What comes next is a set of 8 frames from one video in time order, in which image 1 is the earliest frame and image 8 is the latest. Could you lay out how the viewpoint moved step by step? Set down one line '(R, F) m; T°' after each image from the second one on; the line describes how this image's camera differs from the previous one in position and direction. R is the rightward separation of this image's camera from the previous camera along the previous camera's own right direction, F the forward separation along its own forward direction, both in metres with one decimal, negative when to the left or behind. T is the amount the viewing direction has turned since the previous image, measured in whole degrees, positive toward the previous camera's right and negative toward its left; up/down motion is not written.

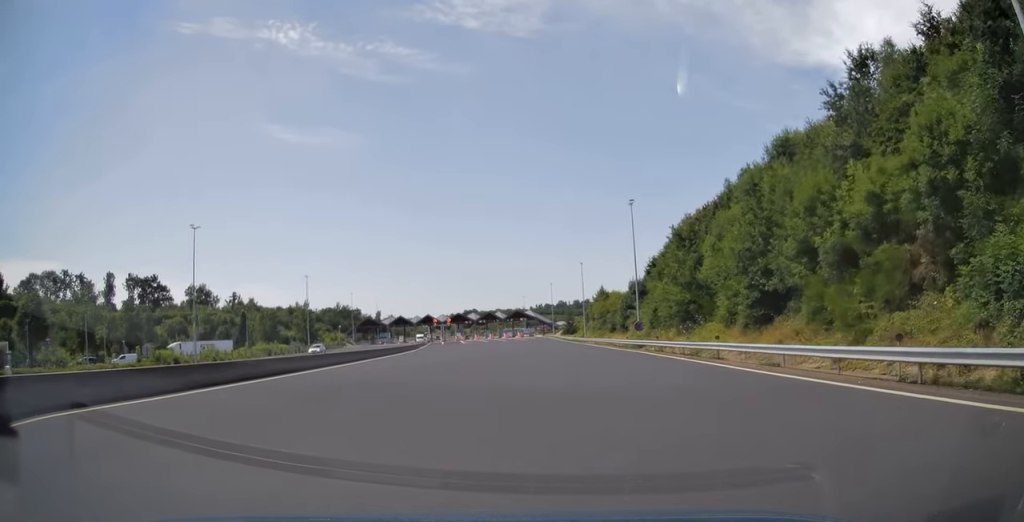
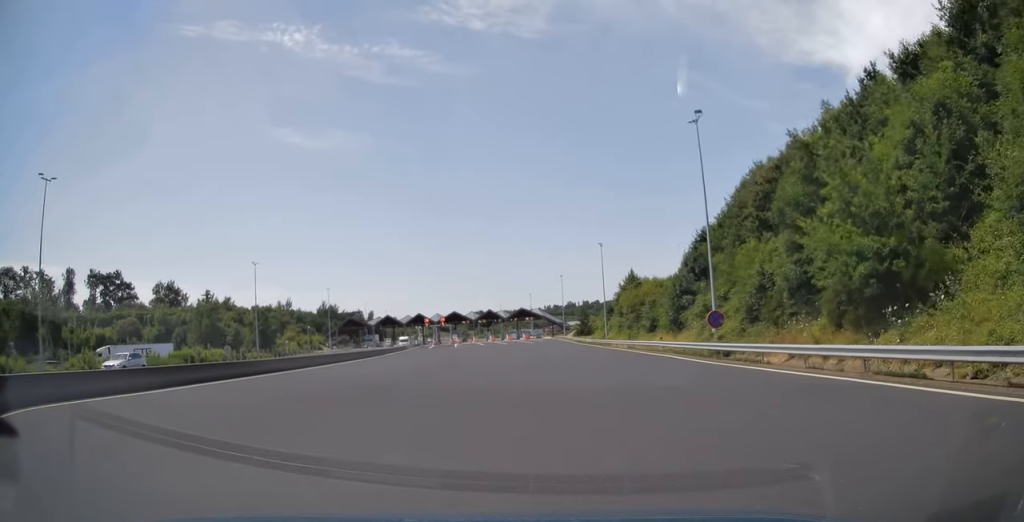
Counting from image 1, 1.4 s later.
(+0.2, +27.9) m; 0°
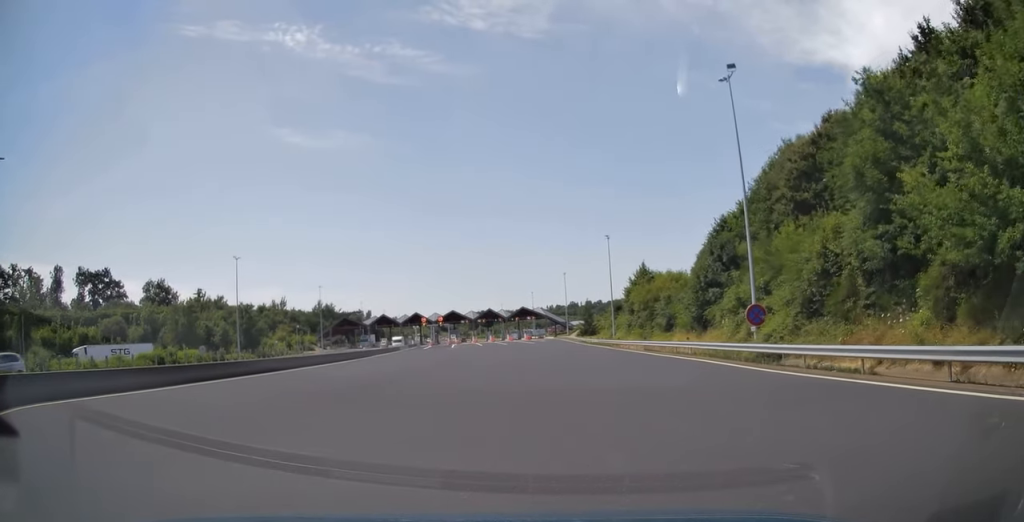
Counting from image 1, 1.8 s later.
(+0.1, +7.5) m; 0°
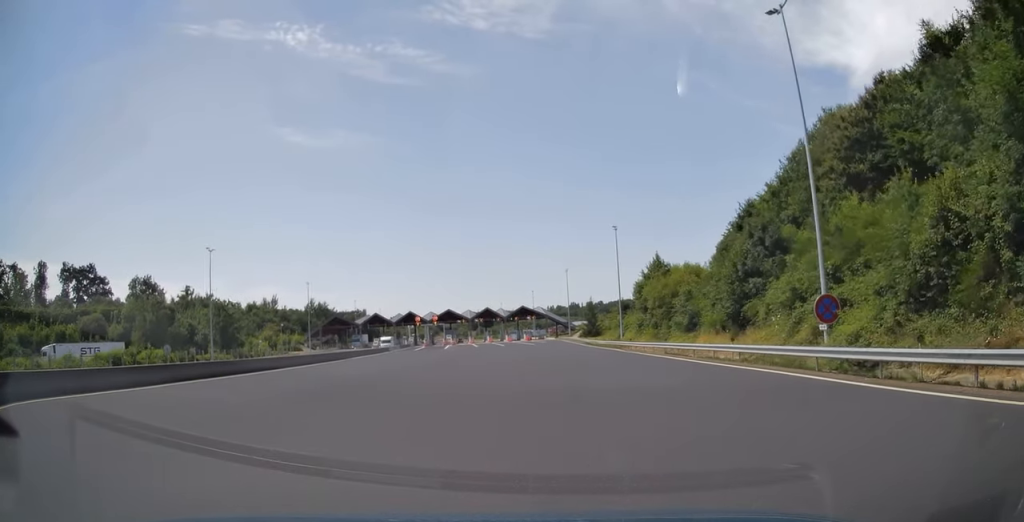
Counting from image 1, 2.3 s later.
(0.0, +8.7) m; -1°
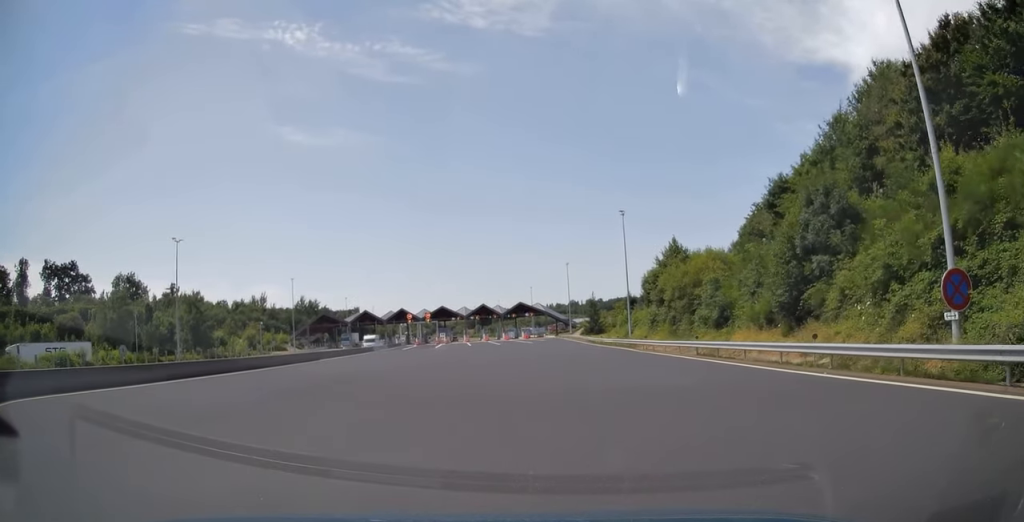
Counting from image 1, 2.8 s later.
(-0.2, +8.8) m; 0°
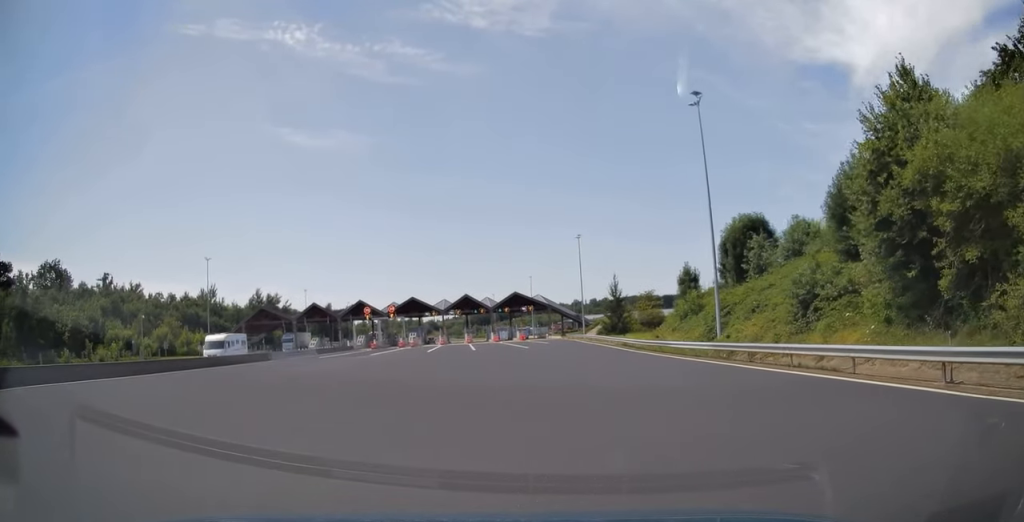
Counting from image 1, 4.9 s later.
(+0.1, +37.3) m; +1°
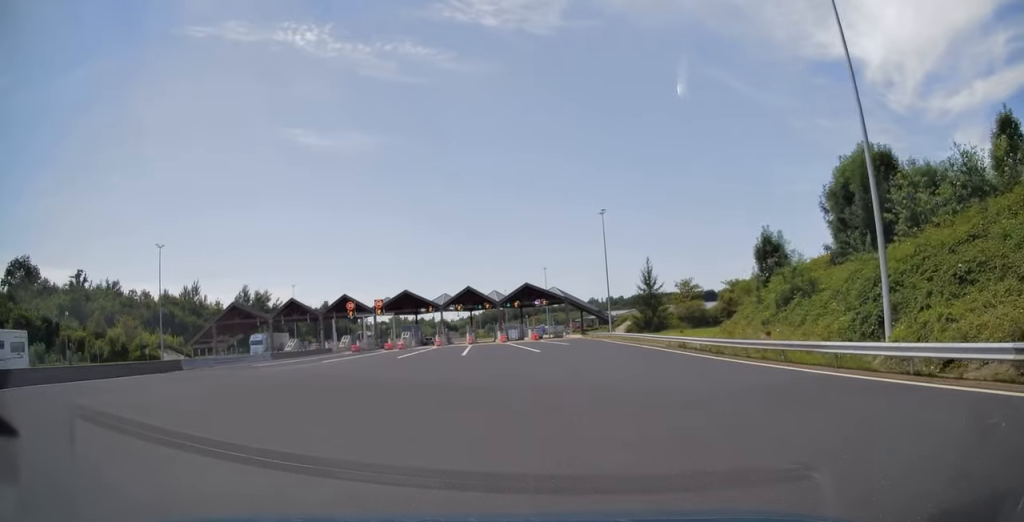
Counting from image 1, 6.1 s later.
(0.0, +18.5) m; -2°
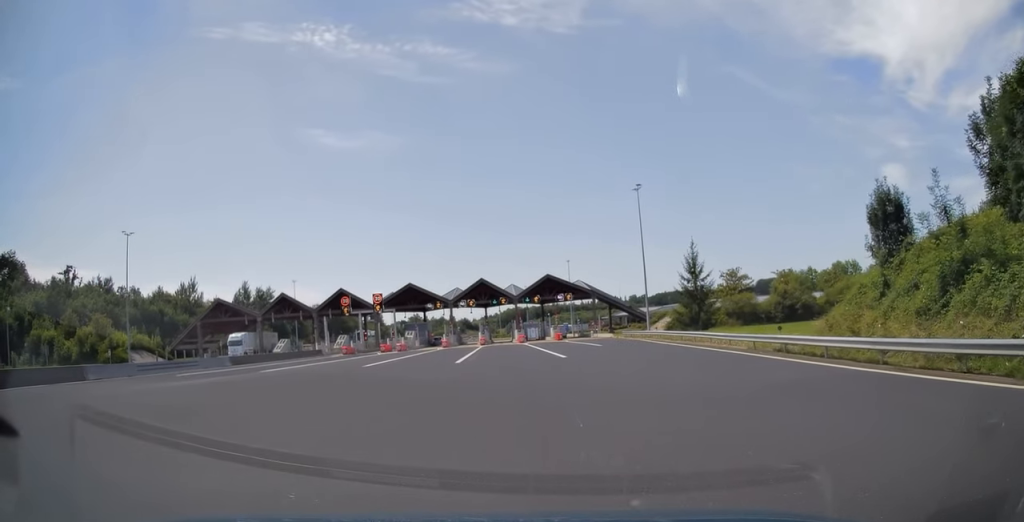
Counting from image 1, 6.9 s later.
(-0.5, +12.3) m; -3°
